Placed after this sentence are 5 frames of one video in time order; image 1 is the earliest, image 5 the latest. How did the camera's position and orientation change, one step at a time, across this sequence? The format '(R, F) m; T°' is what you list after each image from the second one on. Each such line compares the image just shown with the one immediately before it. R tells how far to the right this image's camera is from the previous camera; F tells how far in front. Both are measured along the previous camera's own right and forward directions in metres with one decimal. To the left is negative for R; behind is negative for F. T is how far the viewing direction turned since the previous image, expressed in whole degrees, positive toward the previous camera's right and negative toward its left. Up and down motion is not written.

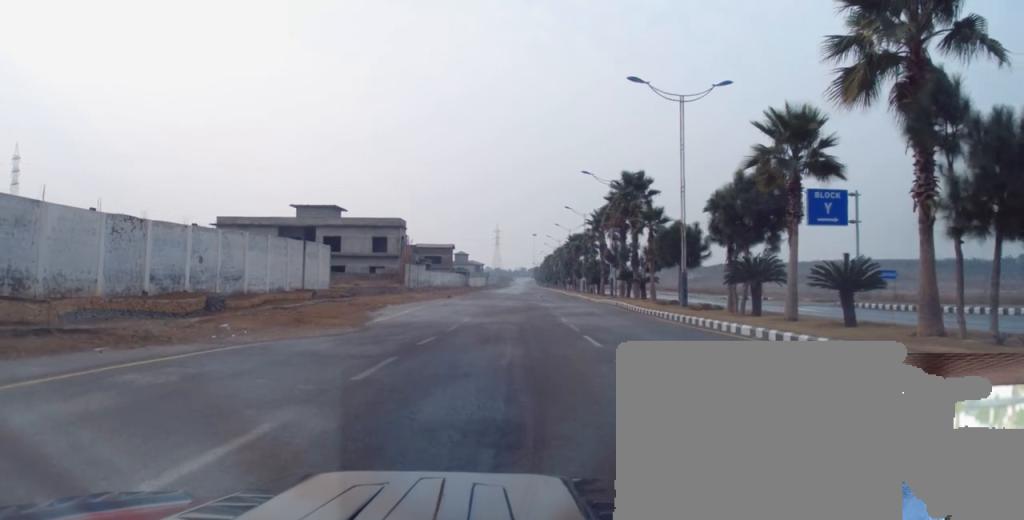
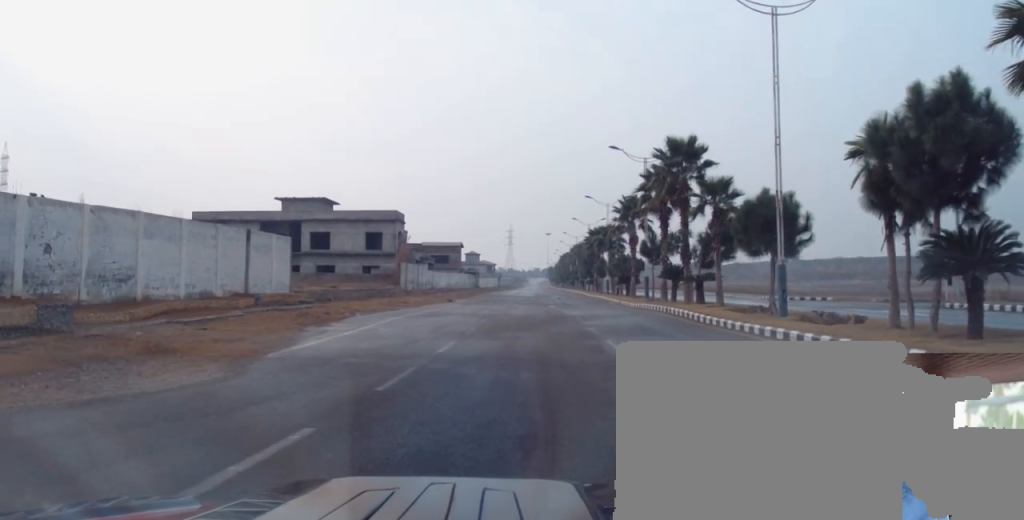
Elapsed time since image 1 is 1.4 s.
(-0.7, +11.5) m; -3°
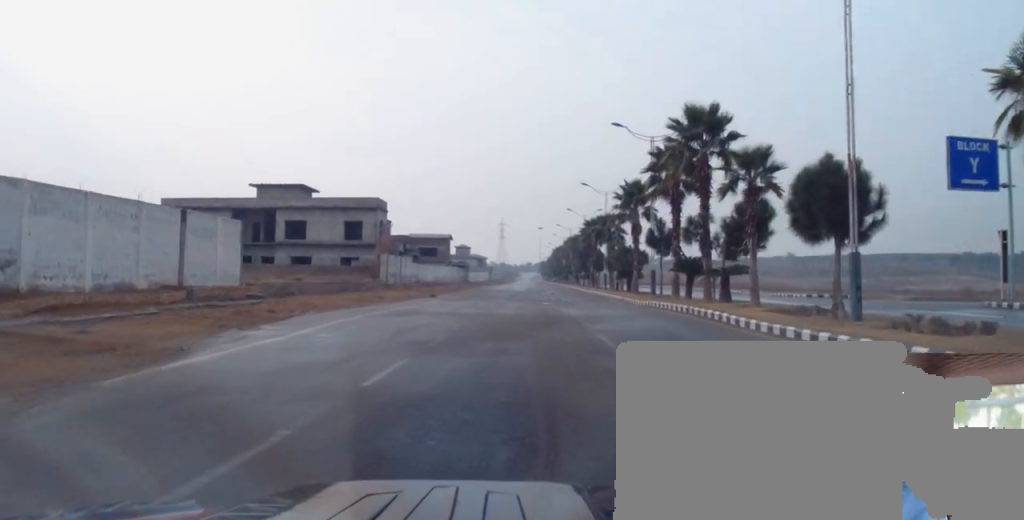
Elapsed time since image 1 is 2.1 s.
(-0.1, +6.0) m; +2°
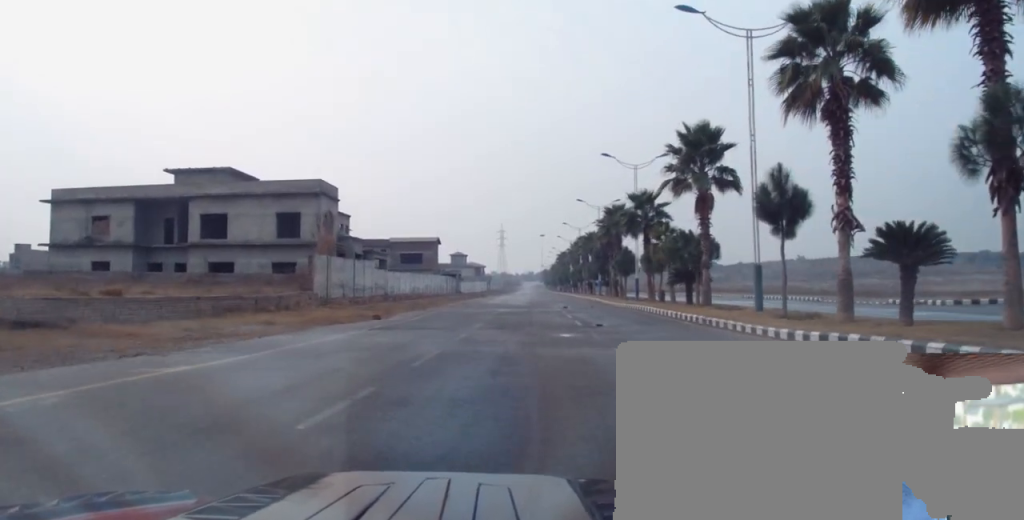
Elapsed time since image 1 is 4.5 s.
(-0.2, +20.7) m; -3°
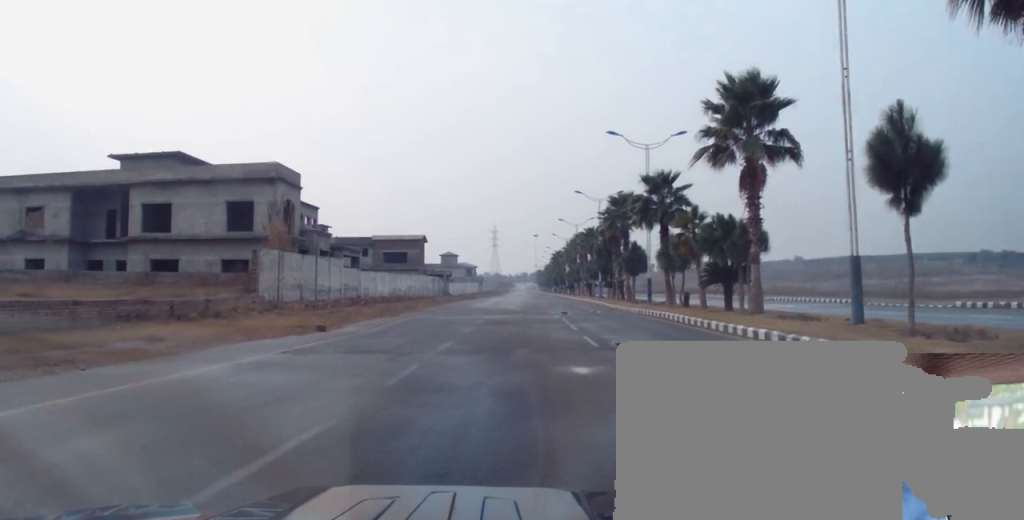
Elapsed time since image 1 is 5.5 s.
(+0.1, +8.0) m; +1°
